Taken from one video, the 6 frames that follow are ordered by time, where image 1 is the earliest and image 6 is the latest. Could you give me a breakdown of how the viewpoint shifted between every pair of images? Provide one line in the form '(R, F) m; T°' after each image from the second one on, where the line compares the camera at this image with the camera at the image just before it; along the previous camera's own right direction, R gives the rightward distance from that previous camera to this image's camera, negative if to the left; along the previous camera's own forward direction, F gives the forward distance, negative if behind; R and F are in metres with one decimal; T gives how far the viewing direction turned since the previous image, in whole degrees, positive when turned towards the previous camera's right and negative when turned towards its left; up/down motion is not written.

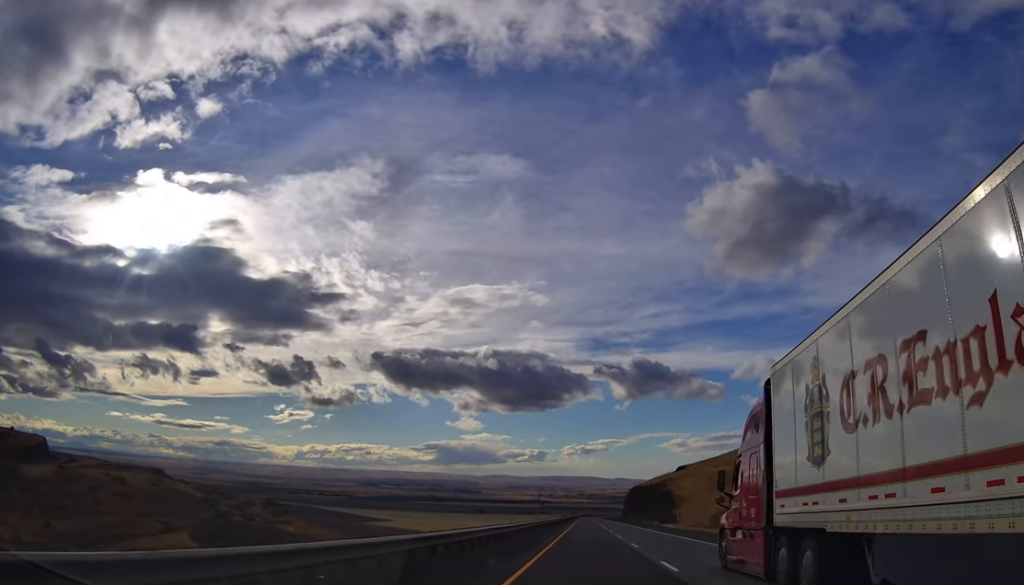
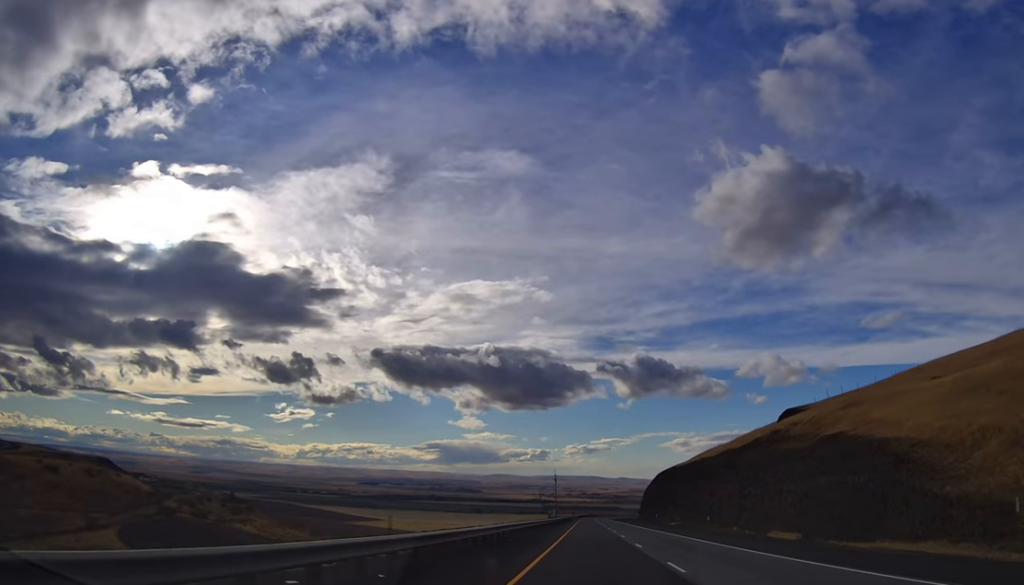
(+1.2, +100.6) m; +1°
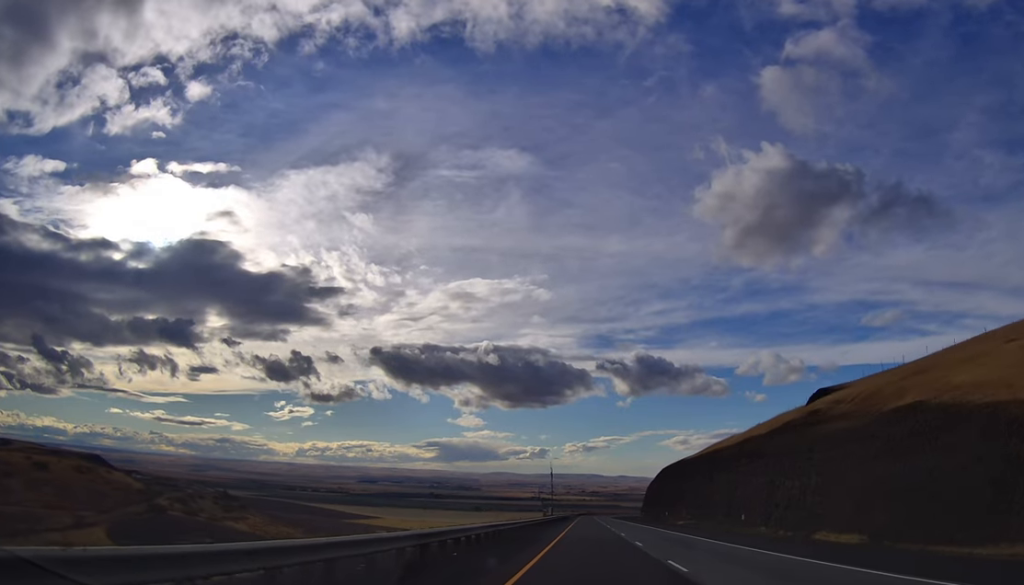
(+0.2, +12.9) m; 0°
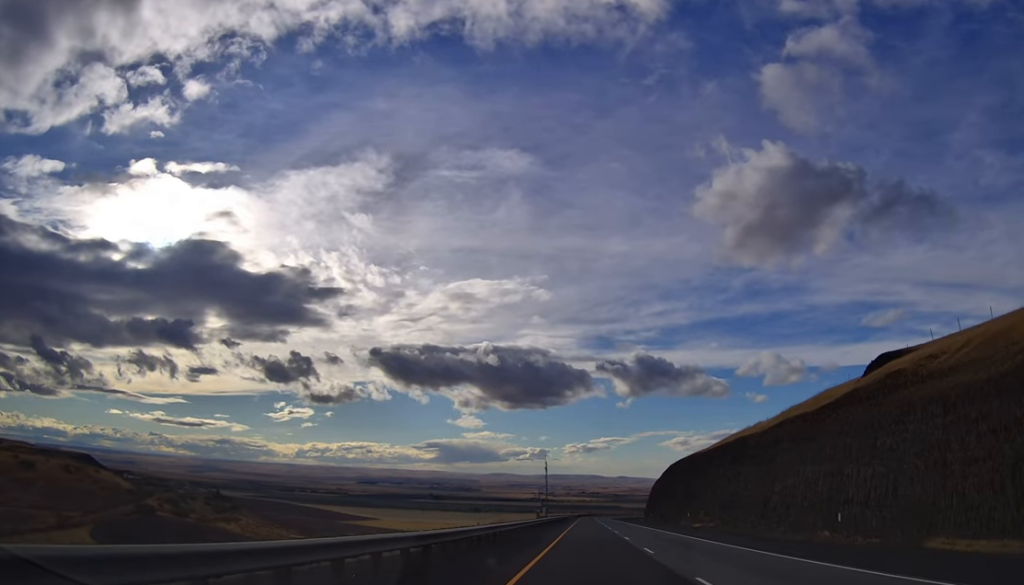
(+0.2, +17.1) m; 0°
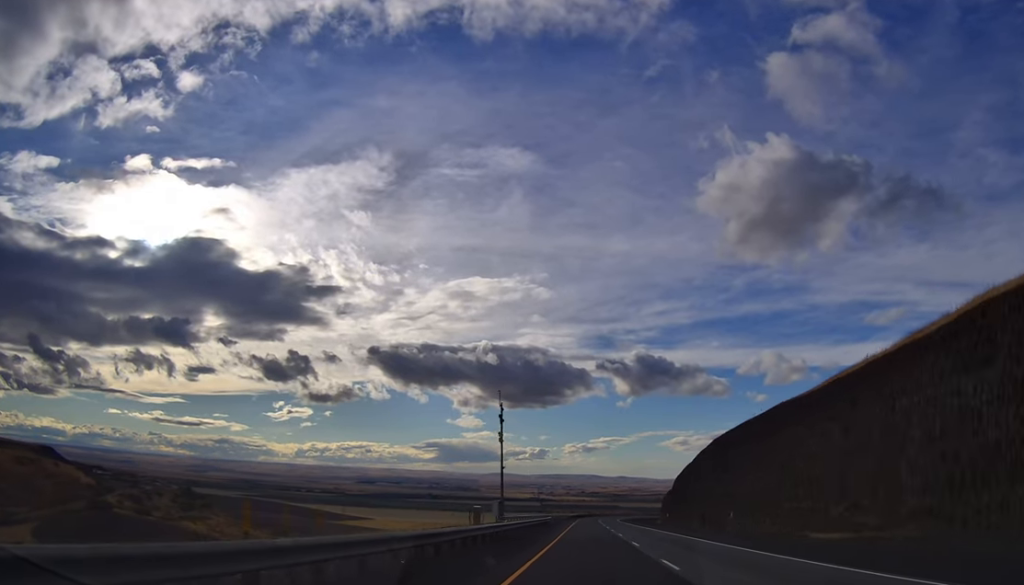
(-0.9, +55.8) m; -1°
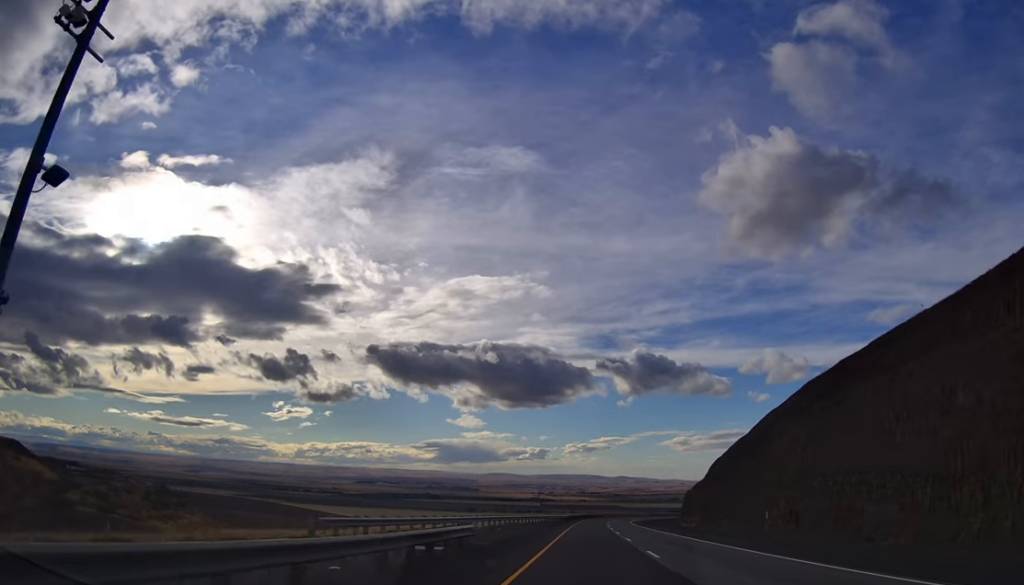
(+0.1, +44.1) m; 0°
